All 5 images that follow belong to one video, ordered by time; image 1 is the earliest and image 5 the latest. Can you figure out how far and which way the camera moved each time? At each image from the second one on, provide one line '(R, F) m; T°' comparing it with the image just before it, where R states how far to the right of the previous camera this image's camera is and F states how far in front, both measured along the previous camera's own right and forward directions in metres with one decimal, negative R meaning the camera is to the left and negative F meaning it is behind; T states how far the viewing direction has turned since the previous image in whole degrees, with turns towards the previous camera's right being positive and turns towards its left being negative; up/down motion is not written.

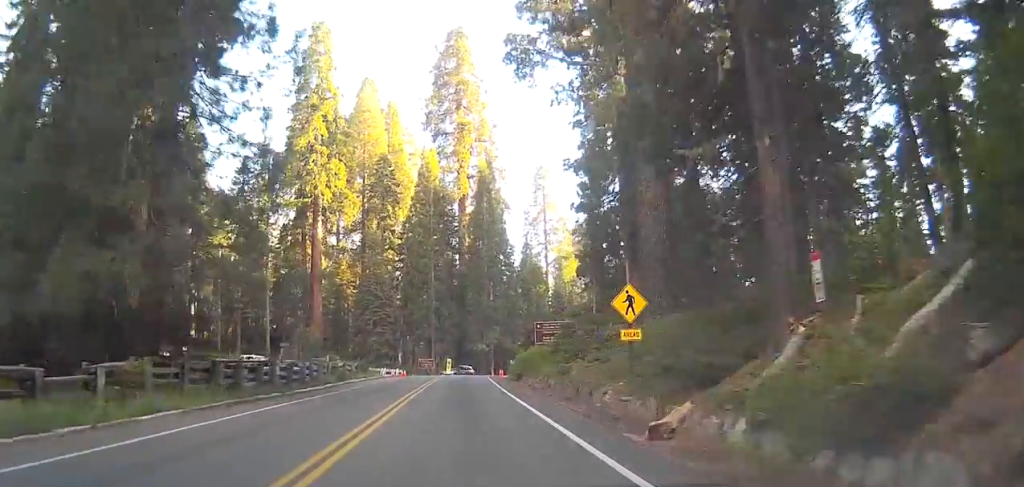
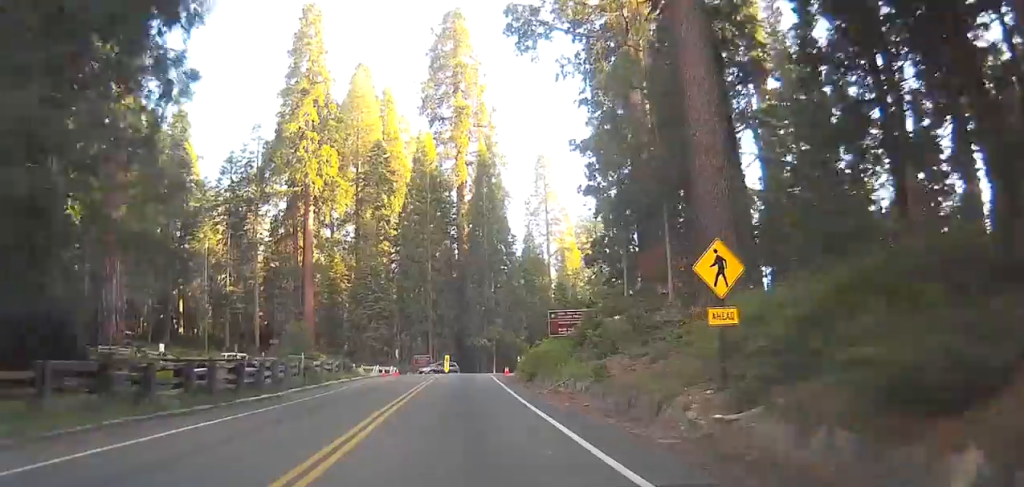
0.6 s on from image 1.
(+0.1, +7.2) m; +2°
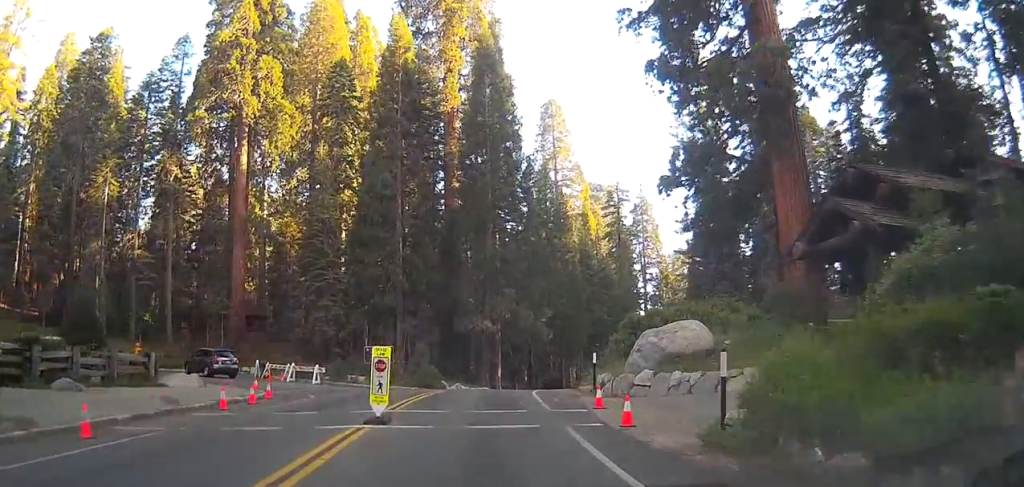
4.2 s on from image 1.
(+2.5, +35.3) m; +8°
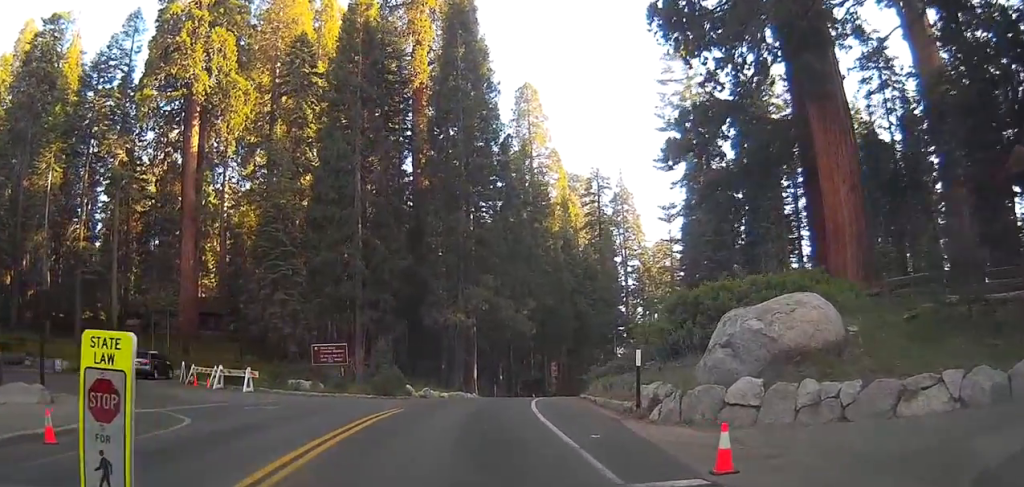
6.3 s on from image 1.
(+0.3, +10.1) m; +6°
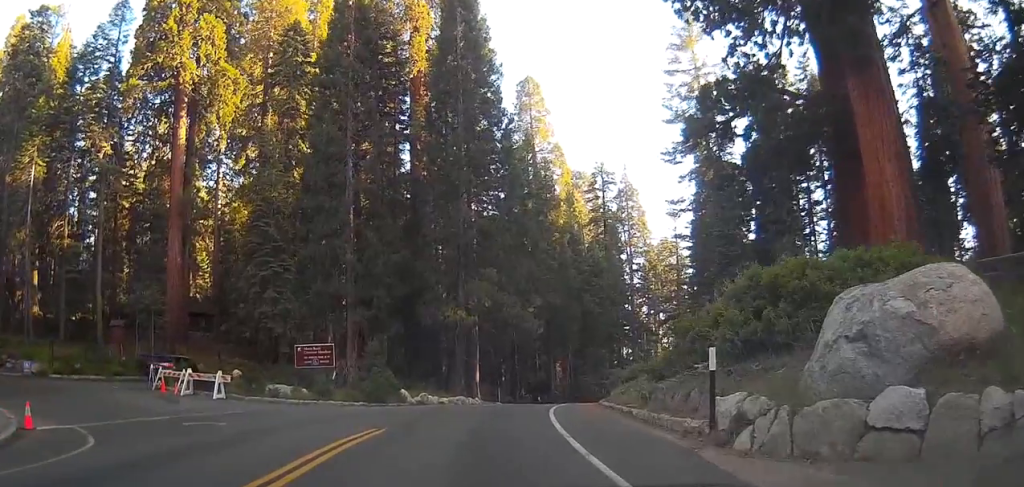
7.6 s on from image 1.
(+0.3, +5.6) m; +2°
